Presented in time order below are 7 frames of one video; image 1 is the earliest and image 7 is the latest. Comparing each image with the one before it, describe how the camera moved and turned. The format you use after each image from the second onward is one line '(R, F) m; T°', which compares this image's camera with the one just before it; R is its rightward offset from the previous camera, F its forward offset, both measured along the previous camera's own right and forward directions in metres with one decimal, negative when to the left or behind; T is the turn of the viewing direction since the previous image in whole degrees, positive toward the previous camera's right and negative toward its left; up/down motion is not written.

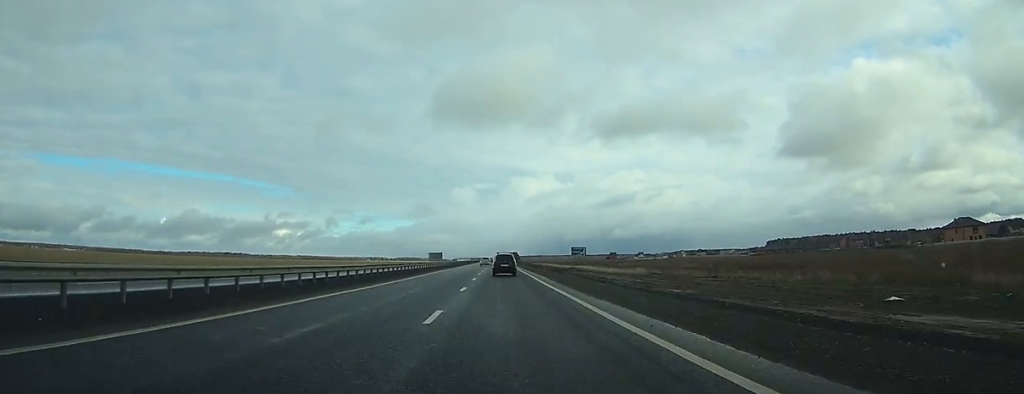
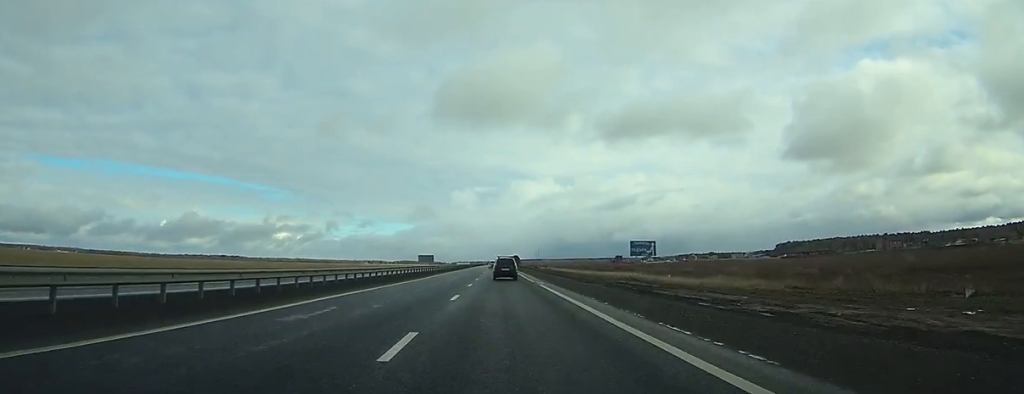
(+0.1, +39.1) m; 0°
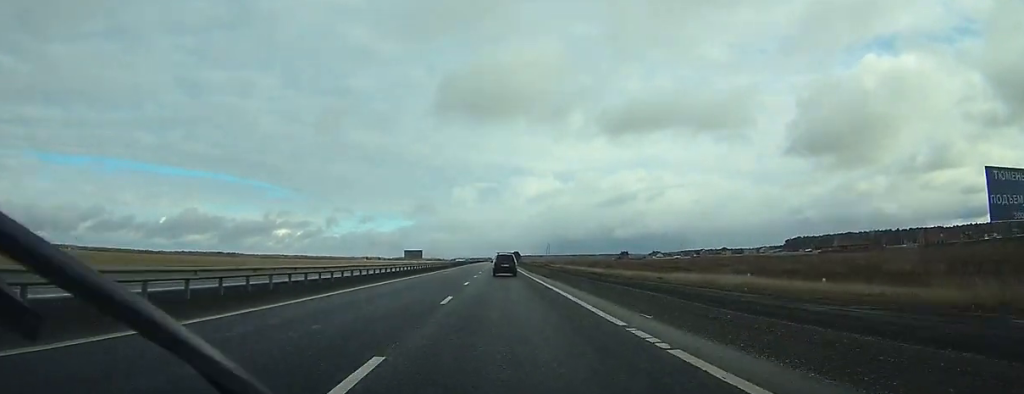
(+0.1, +37.0) m; 0°
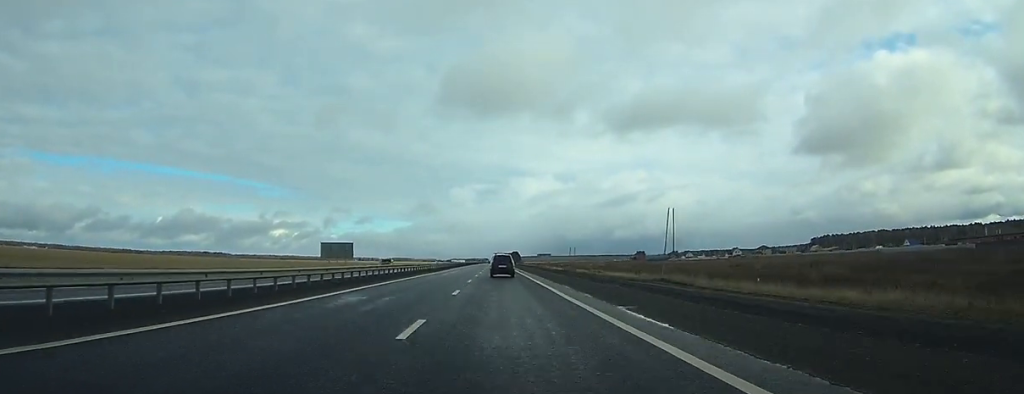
(-0.2, +102.7) m; 0°
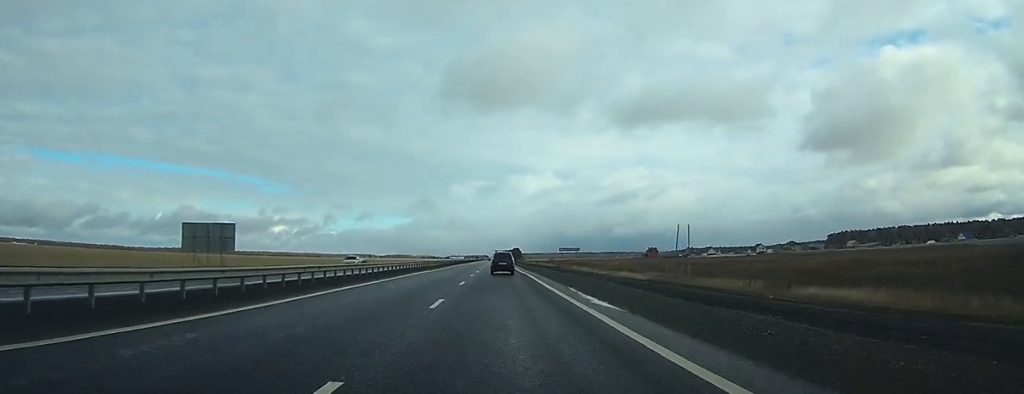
(+0.3, +56.1) m; 0°
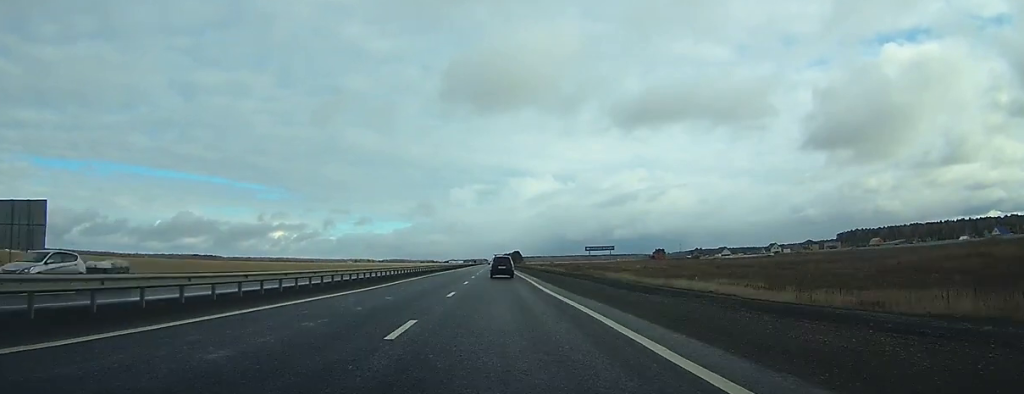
(0.0, +29.6) m; 0°
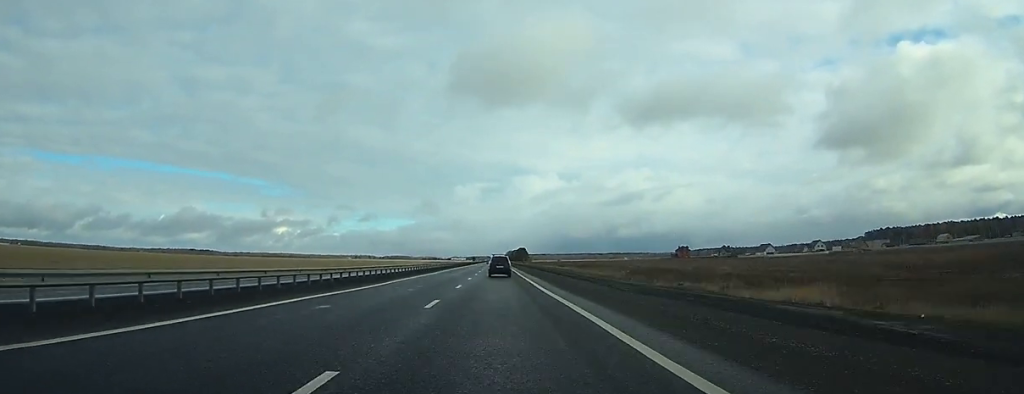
(-0.4, +63.8) m; 0°
